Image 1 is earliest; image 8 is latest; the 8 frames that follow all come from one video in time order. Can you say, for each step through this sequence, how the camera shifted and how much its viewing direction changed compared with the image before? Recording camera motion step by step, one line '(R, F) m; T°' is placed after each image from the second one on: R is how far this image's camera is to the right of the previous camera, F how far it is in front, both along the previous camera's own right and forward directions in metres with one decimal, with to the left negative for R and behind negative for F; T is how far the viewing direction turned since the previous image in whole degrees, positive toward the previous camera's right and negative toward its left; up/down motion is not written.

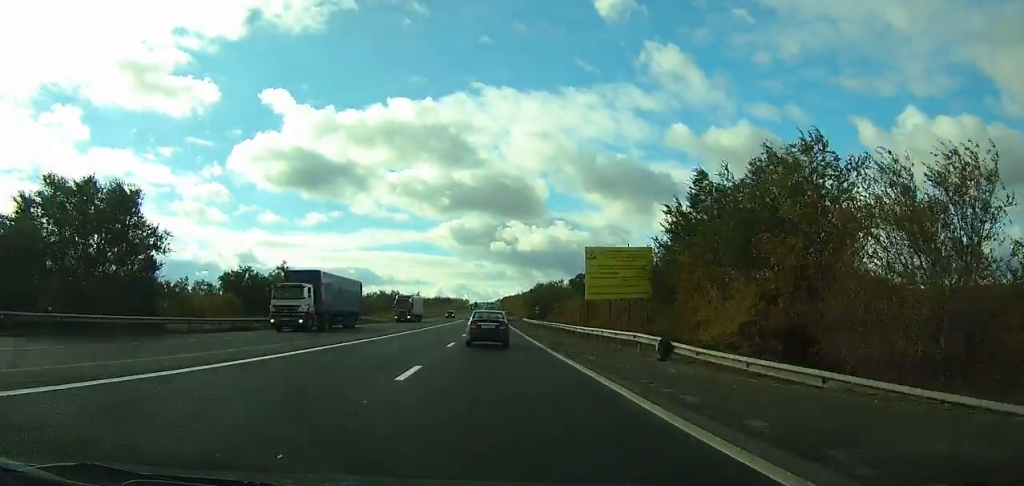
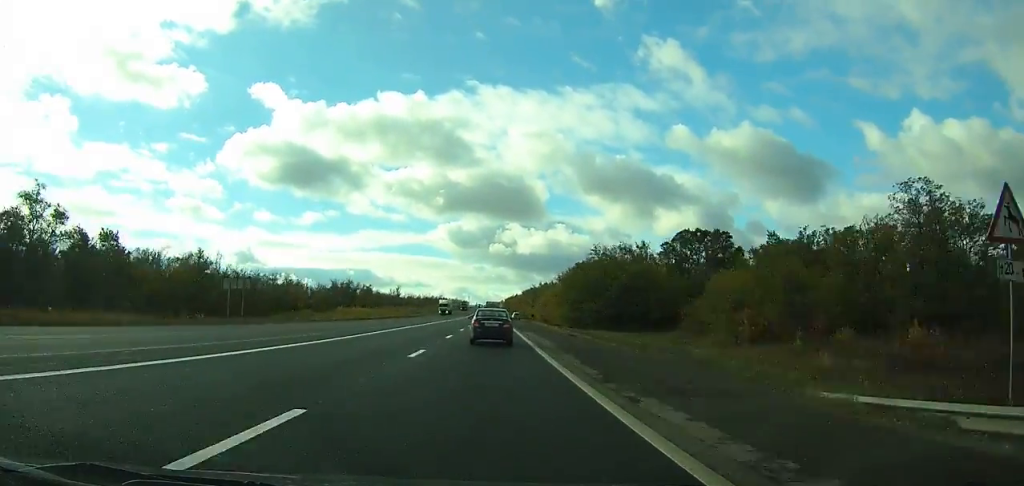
(+0.1, +100.2) m; 0°
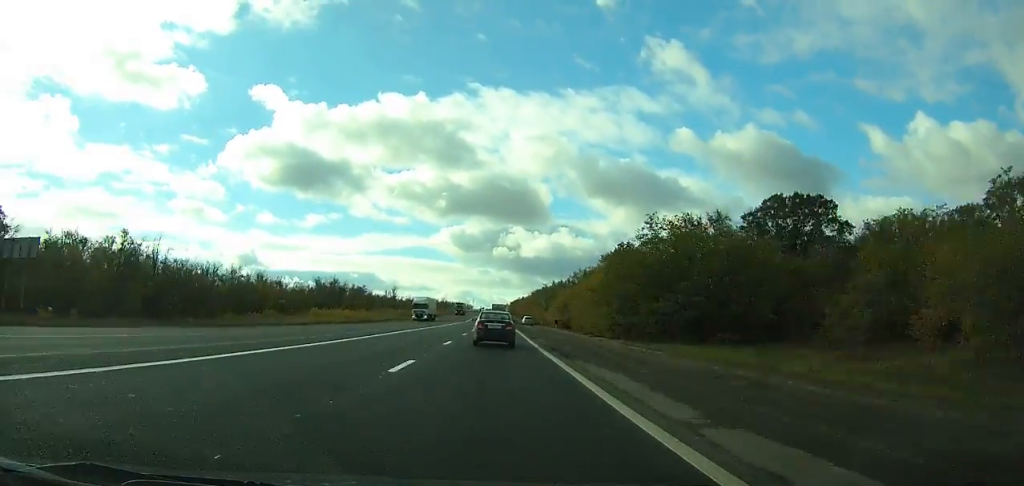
(-0.1, +28.8) m; 0°
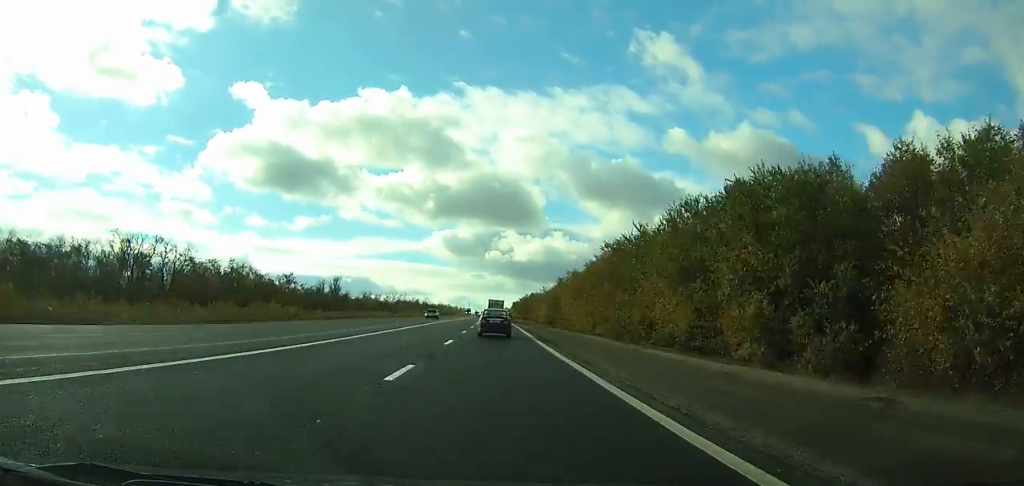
(-0.2, +114.2) m; 0°
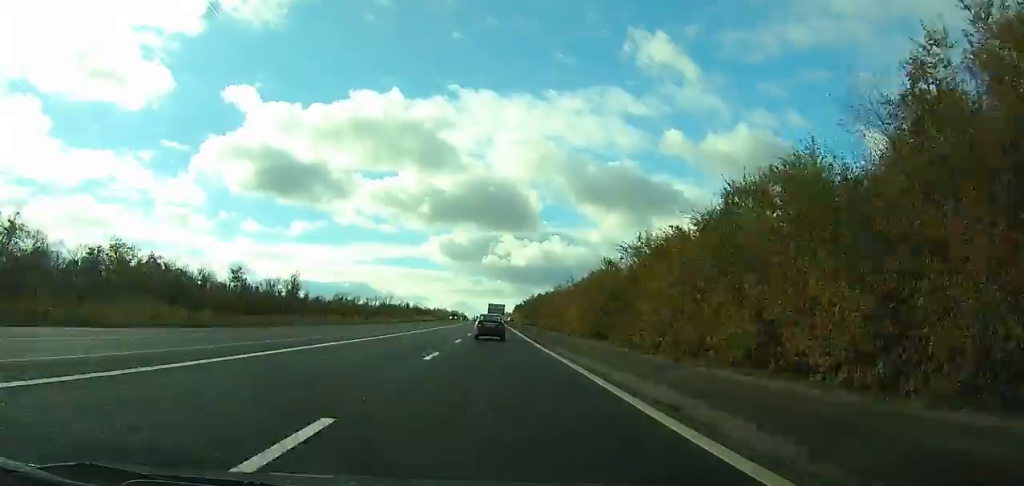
(0.0, +44.3) m; 0°
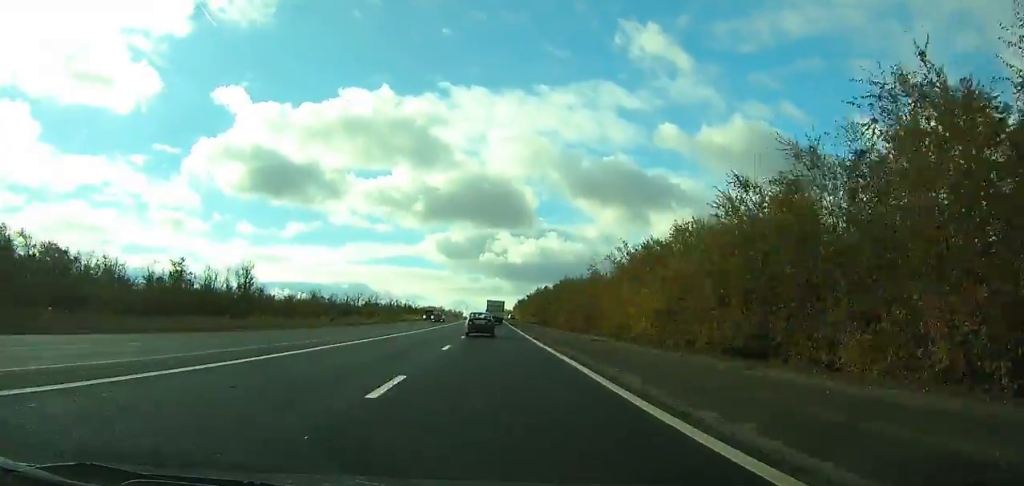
(0.0, +32.4) m; 0°
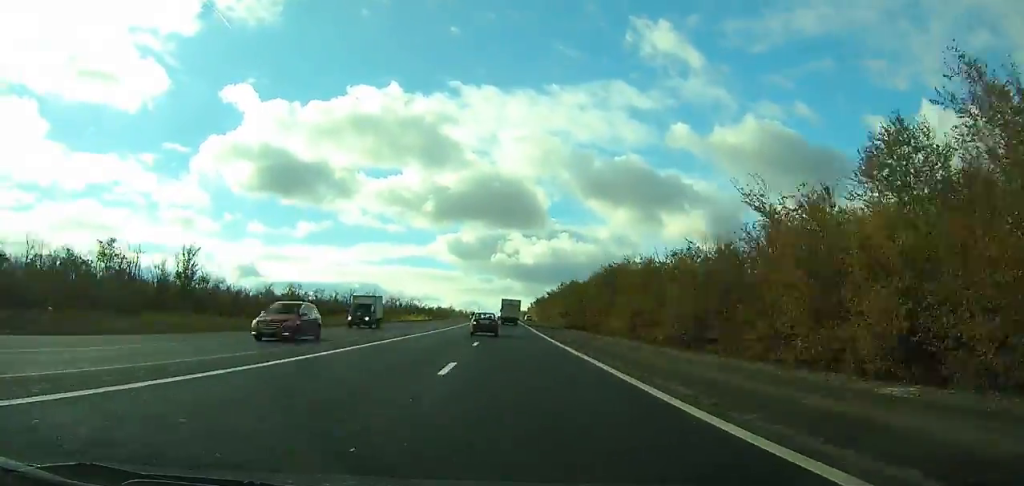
(-0.1, +32.9) m; 0°
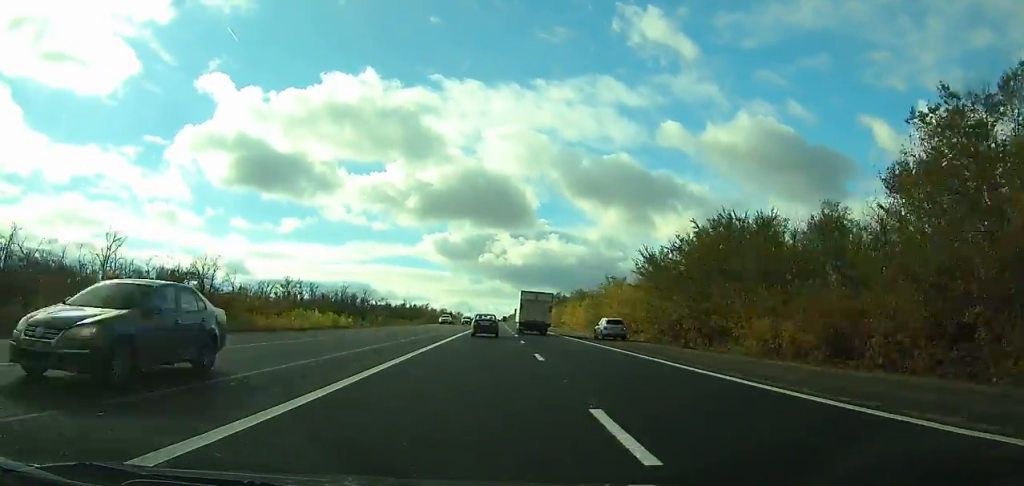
(-0.4, +127.8) m; 0°
